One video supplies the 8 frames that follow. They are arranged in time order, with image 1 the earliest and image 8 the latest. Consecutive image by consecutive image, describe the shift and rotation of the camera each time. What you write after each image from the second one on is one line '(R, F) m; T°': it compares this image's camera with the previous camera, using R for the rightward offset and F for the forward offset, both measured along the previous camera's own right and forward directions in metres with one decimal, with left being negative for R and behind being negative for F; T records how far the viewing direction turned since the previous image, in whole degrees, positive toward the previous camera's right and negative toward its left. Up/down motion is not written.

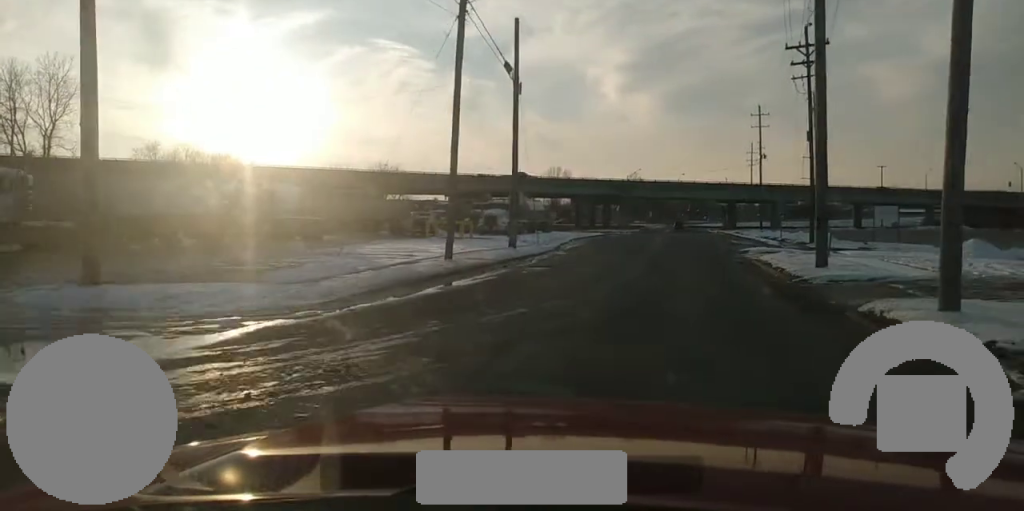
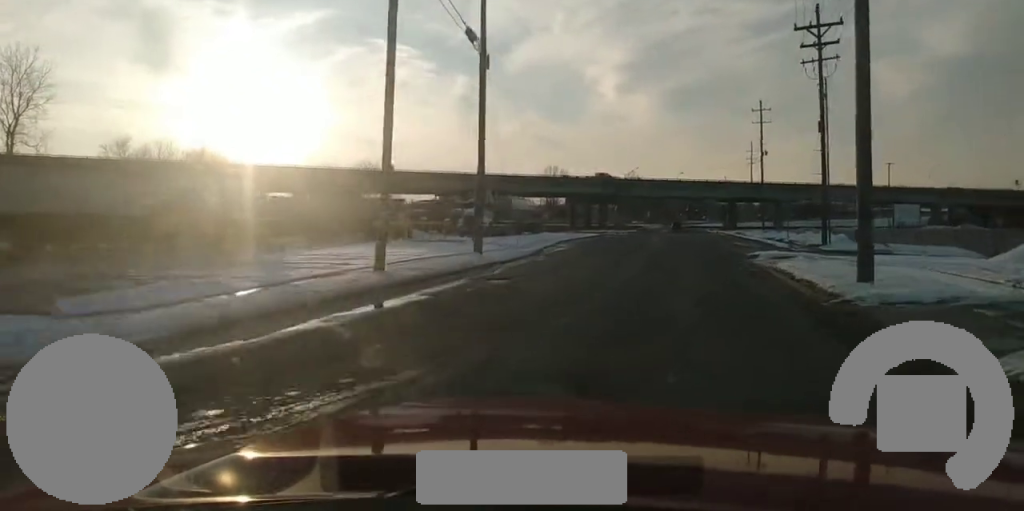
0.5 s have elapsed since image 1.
(-0.2, +5.8) m; -2°
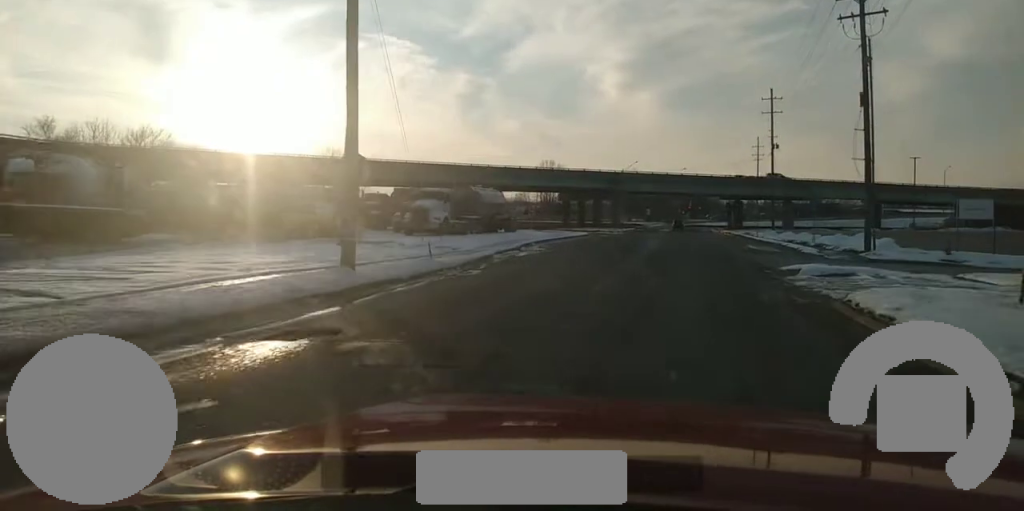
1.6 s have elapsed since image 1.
(+0.1, +12.0) m; +1°
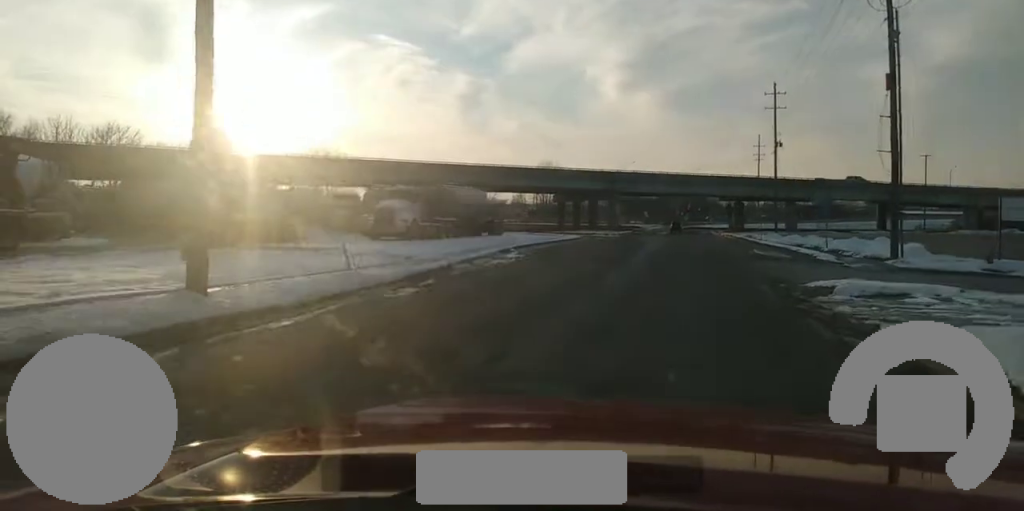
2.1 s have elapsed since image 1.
(0.0, +5.8) m; 0°
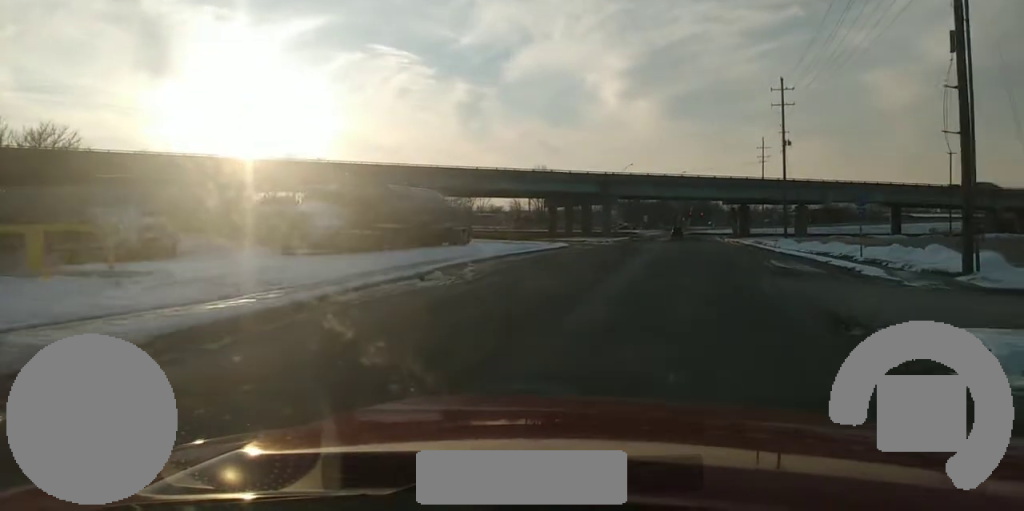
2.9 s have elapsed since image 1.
(+0.1, +9.6) m; -1°
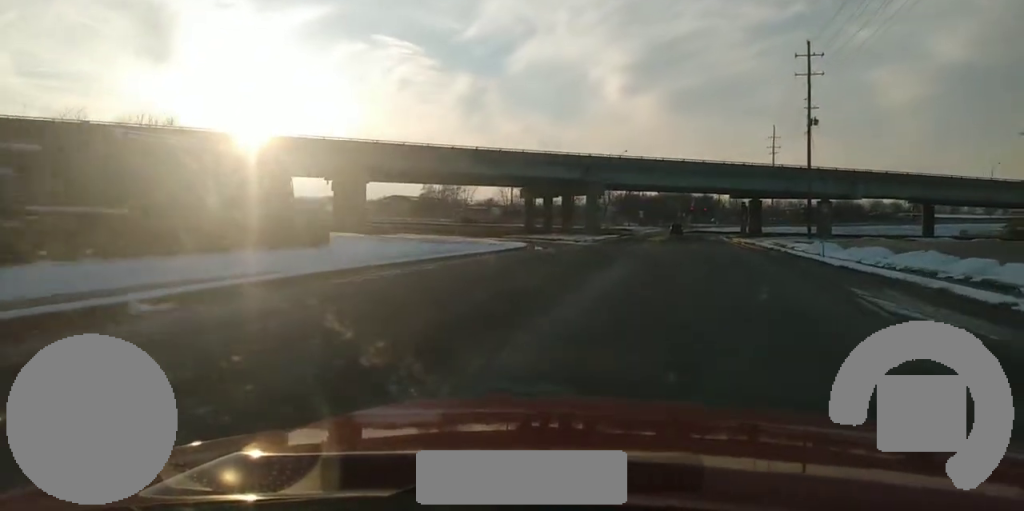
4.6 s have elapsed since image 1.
(-0.5, +21.3) m; -1°
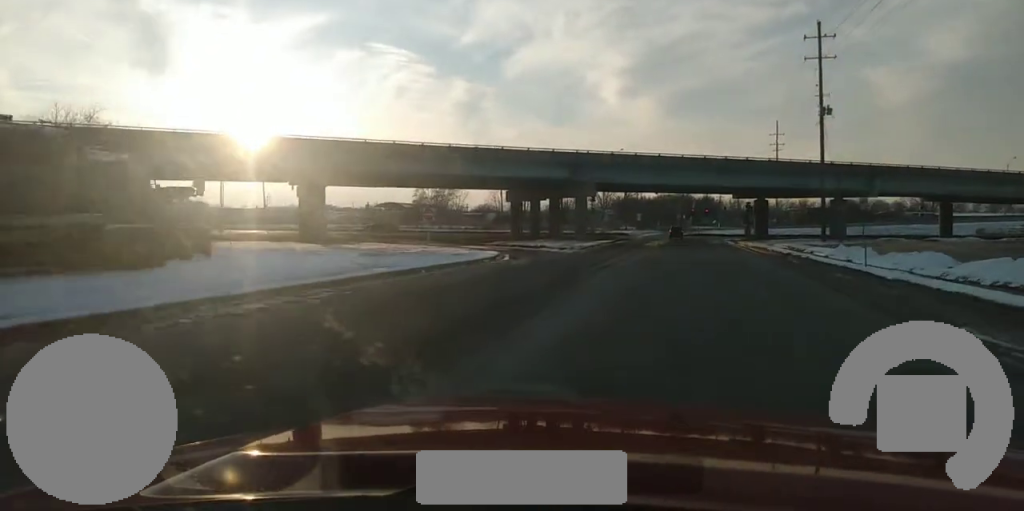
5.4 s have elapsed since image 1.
(+0.2, +9.4) m; +1°
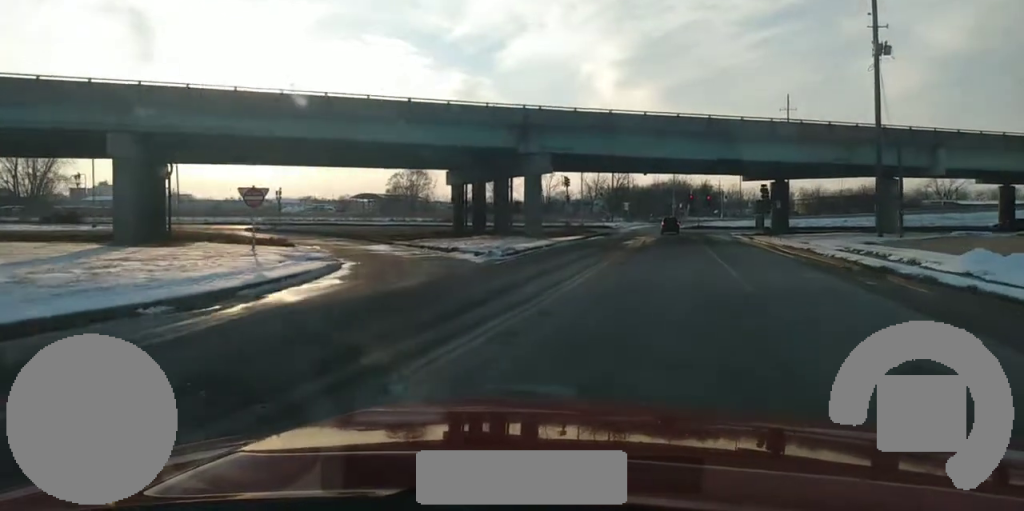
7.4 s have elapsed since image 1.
(0.0, +23.9) m; 0°
